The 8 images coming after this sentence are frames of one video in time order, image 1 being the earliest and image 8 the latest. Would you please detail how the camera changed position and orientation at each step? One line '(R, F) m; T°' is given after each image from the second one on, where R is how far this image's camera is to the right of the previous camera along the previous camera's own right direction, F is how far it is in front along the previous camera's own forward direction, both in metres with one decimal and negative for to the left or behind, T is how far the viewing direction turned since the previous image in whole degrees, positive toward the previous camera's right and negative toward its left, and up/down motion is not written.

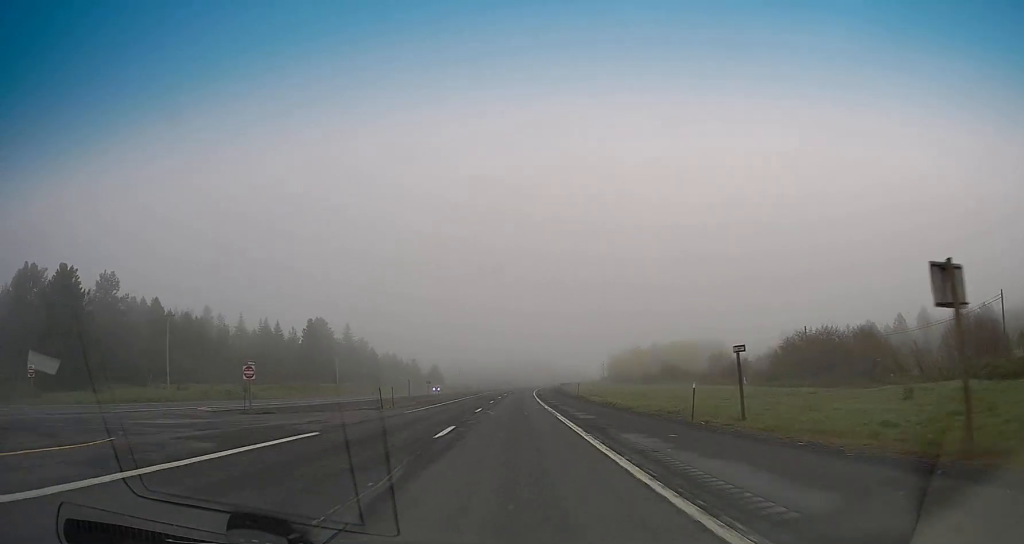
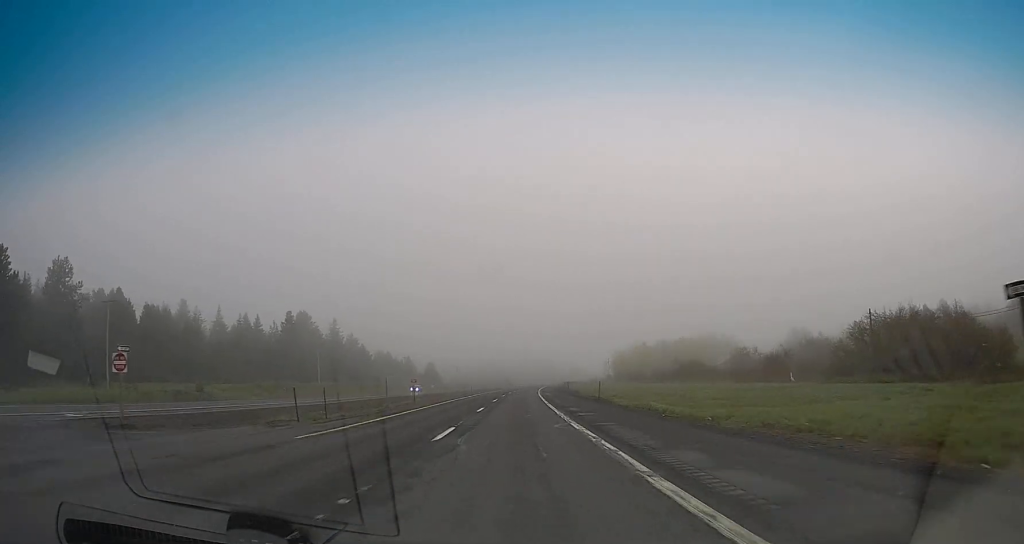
(+0.1, +16.4) m; 0°
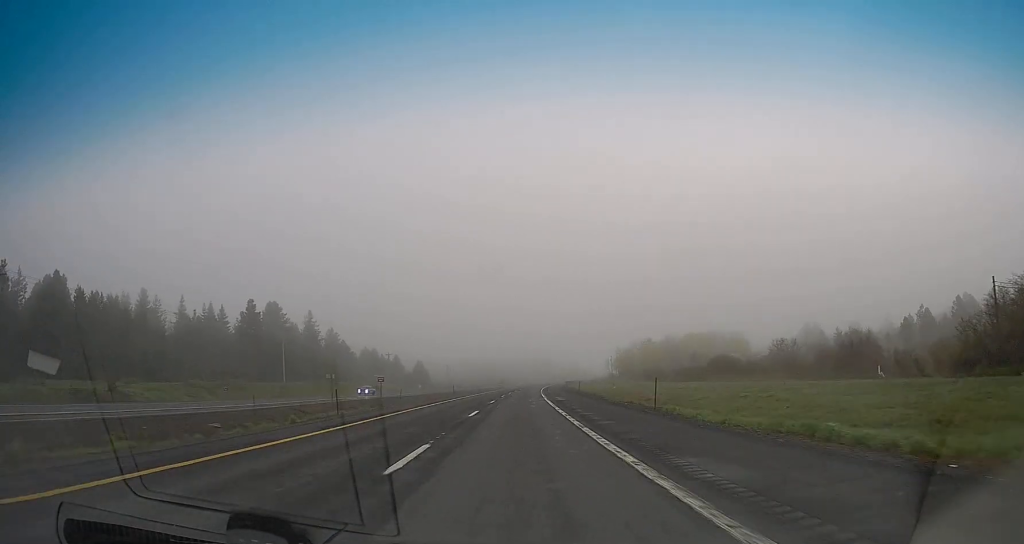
(+0.5, +21.3) m; 0°
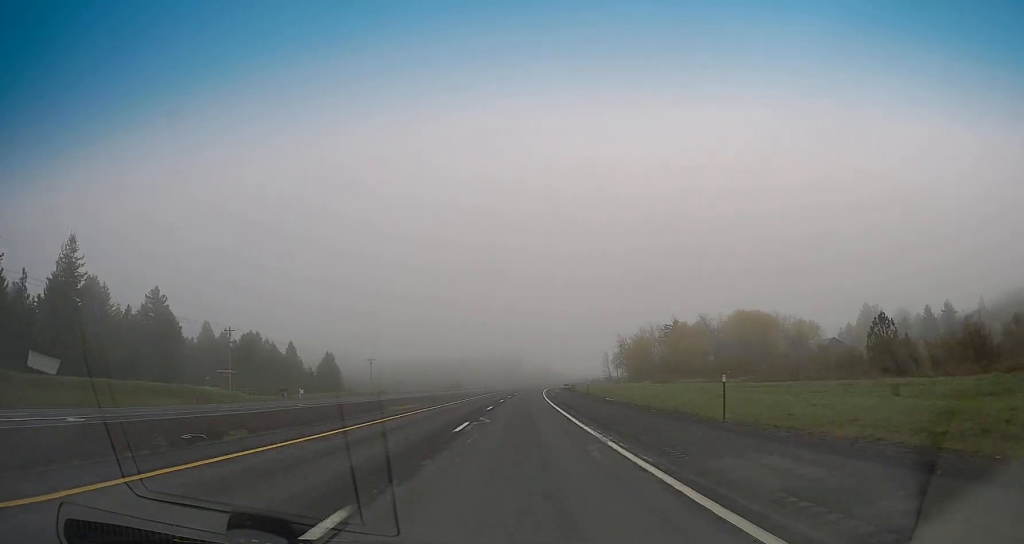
(+1.0, +99.6) m; +2°
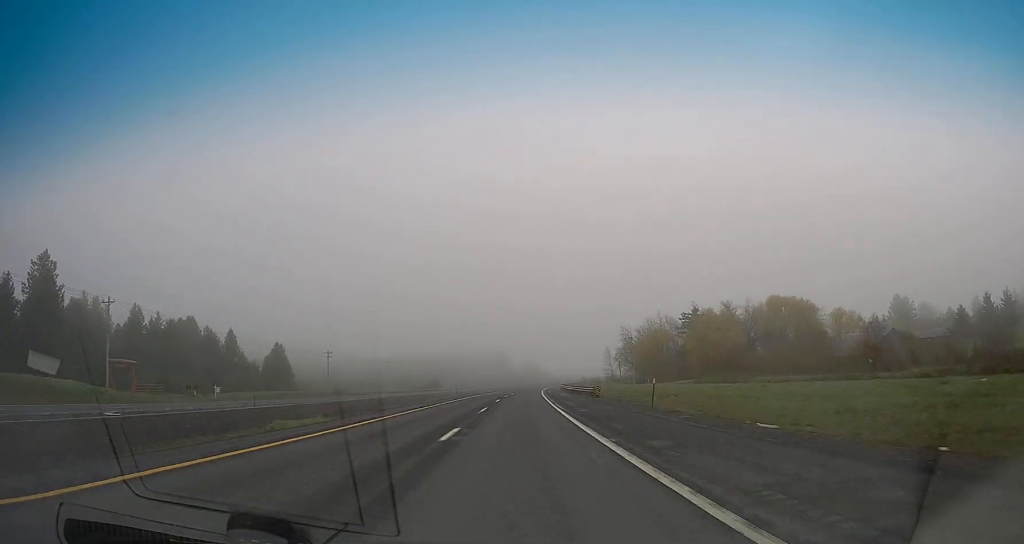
(+0.4, +33.8) m; +1°
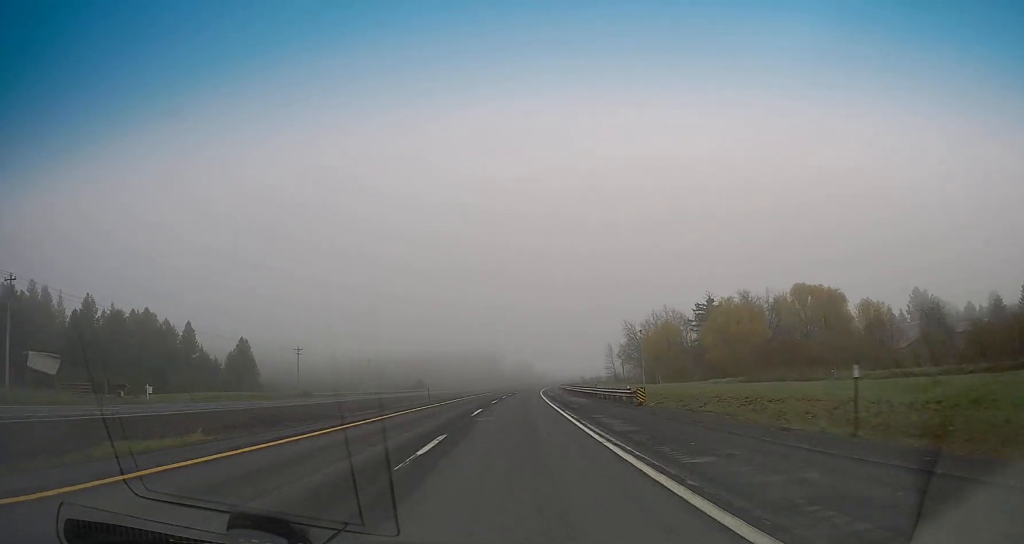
(+0.1, +18.4) m; +1°
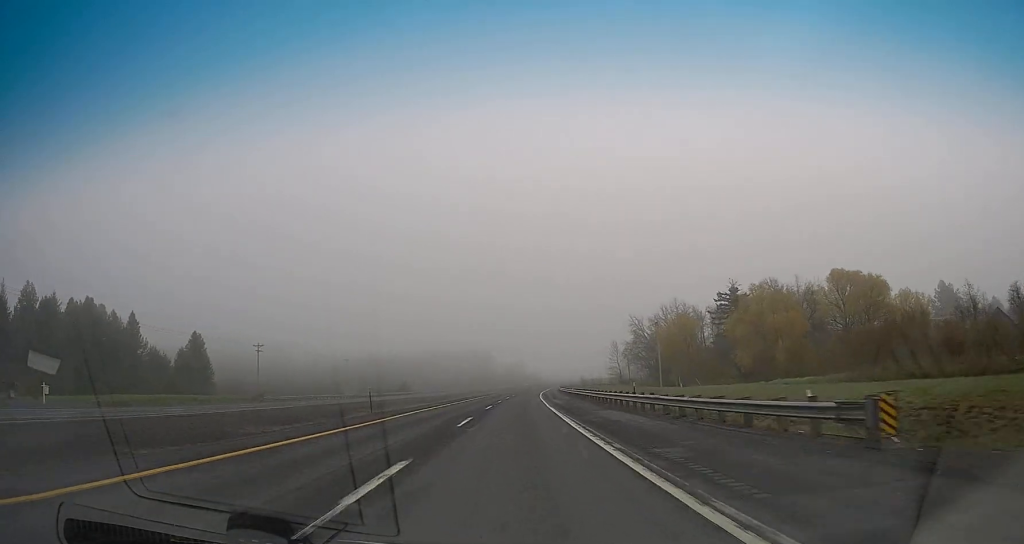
(+0.1, +20.4) m; 0°
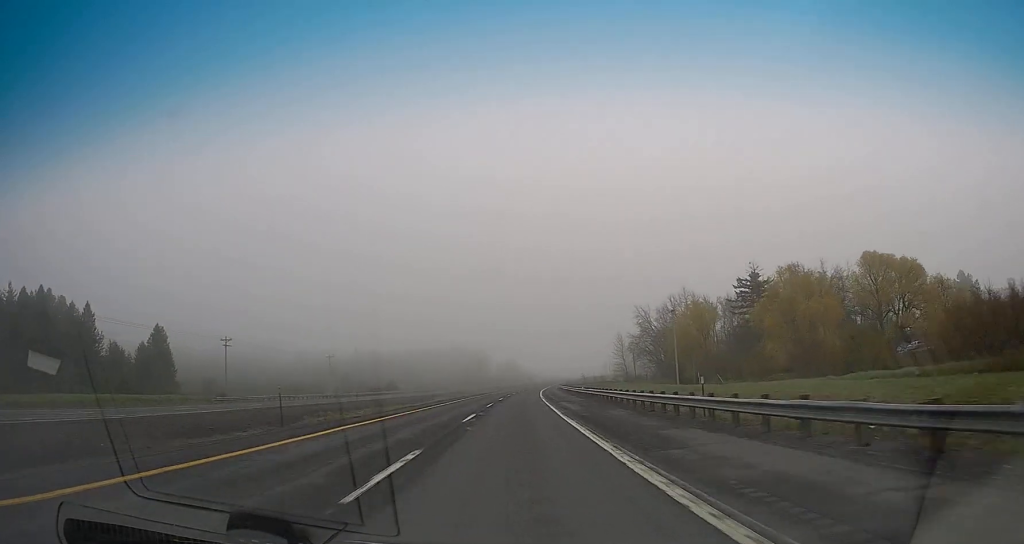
(0.0, +13.6) m; +1°
